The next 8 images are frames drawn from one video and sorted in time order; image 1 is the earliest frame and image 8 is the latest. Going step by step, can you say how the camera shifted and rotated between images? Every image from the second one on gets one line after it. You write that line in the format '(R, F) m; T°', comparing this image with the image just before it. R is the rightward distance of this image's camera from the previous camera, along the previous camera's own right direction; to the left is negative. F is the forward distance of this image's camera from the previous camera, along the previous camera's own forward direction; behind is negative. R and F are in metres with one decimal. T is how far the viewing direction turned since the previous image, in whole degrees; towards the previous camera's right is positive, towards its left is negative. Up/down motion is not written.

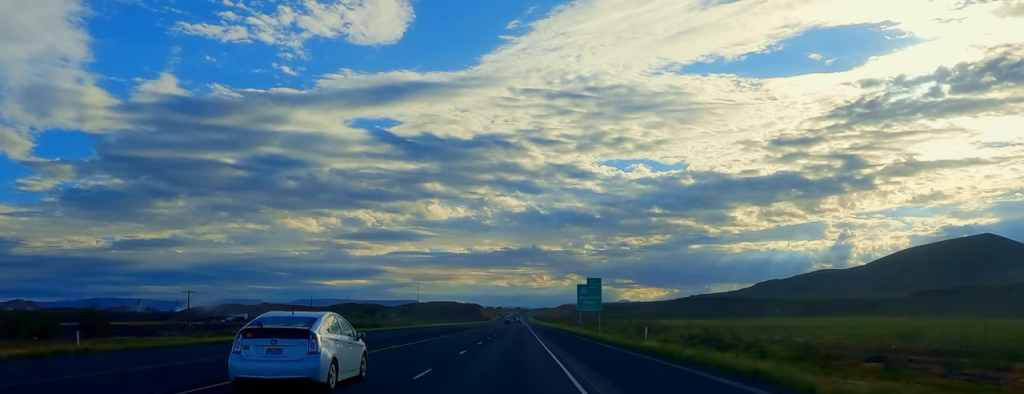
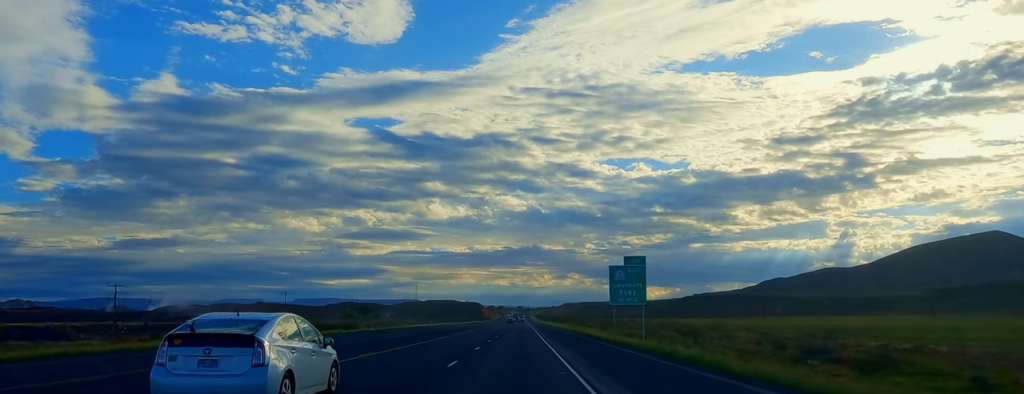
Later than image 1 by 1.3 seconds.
(-1.0, +31.0) m; 0°
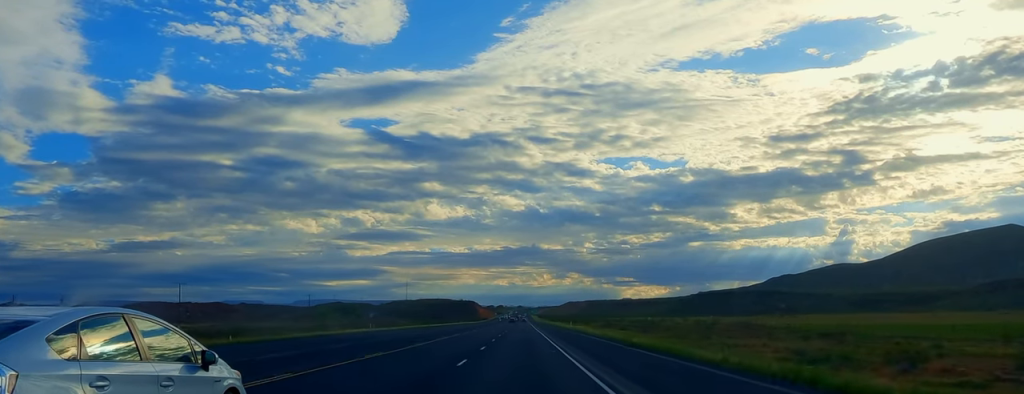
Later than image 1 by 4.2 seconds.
(+0.7, +72.1) m; 0°
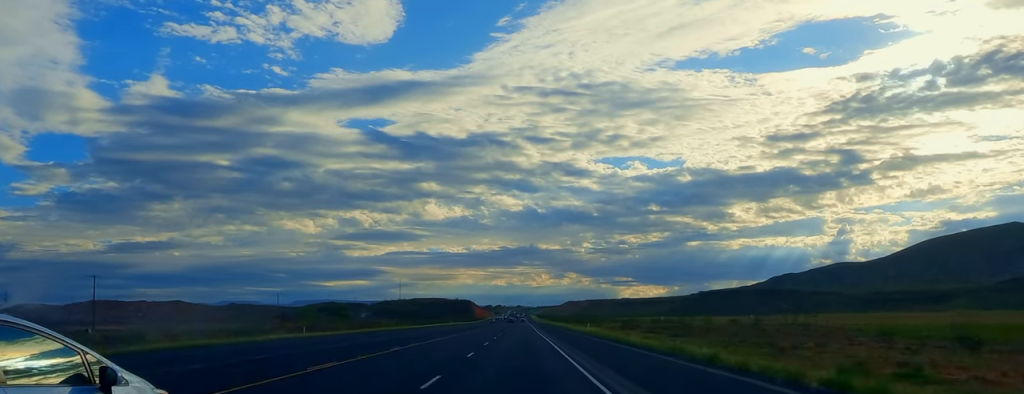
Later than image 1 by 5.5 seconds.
(-0.9, +31.3) m; 0°
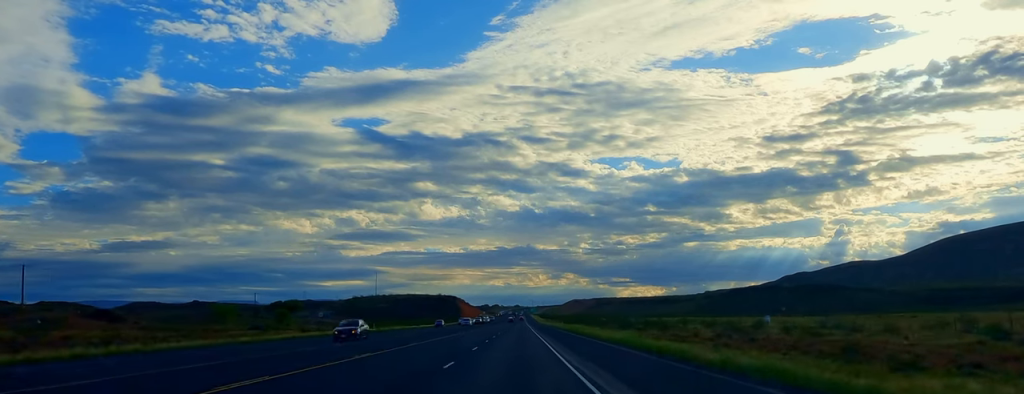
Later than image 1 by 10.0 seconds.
(+0.4, +114.5) m; 0°
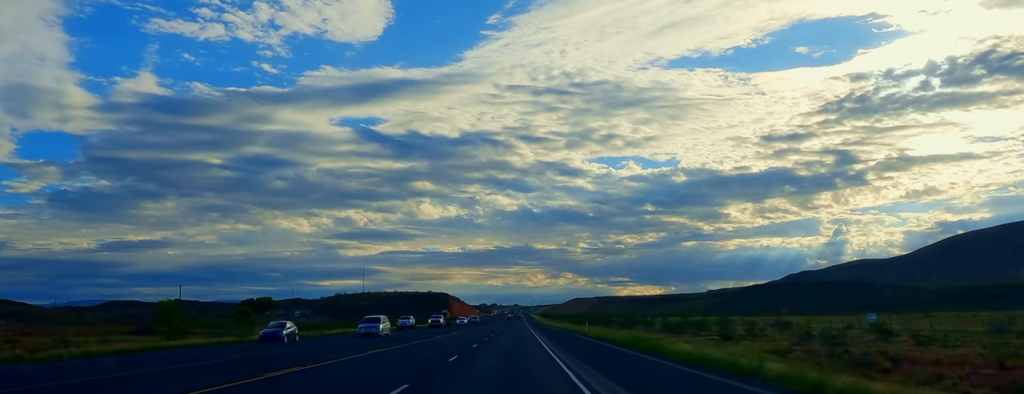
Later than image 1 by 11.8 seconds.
(+0.9, +44.9) m; 0°
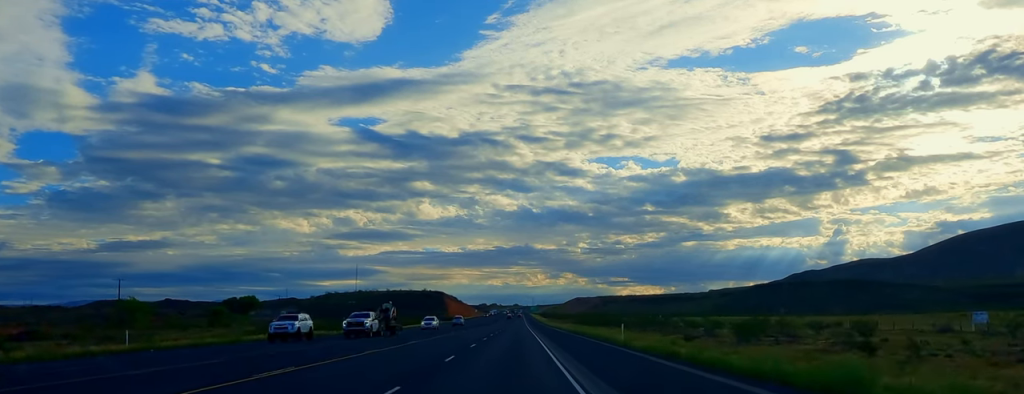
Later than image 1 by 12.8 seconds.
(-0.6, +24.8) m; -1°
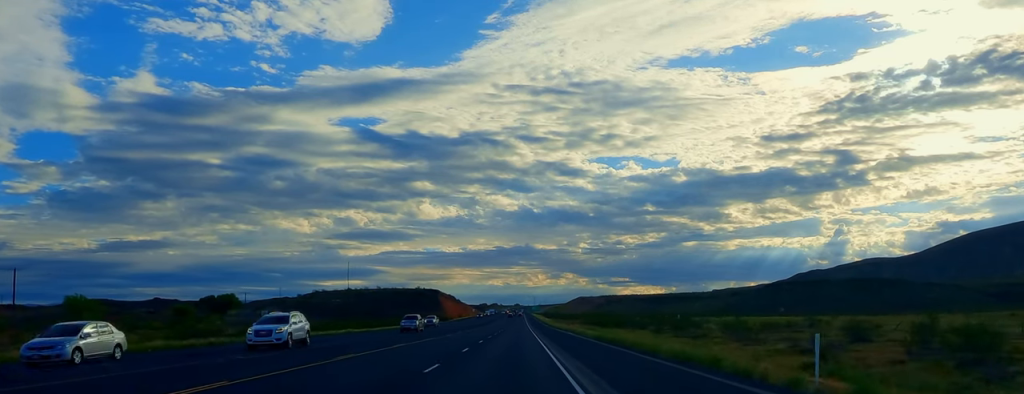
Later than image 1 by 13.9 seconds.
(-0.3, +29.1) m; 0°
